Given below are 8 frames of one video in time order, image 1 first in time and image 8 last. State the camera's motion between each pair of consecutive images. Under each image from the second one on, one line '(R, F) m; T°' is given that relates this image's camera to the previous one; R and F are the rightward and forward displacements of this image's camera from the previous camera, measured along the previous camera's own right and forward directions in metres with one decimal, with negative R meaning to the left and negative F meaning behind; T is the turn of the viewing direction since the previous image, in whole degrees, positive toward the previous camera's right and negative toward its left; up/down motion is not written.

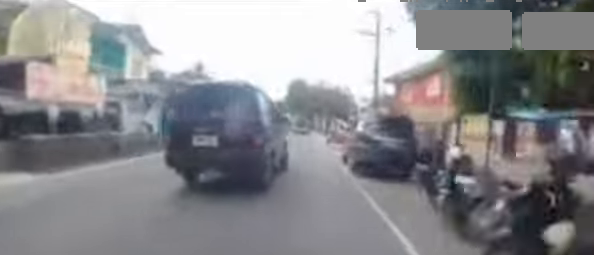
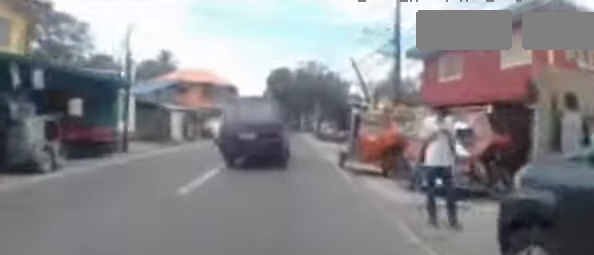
(+0.4, +9.3) m; +4°
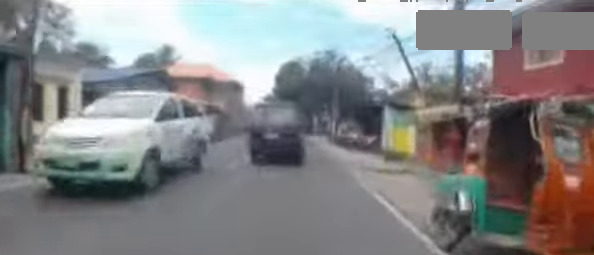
(0.0, +5.9) m; -2°
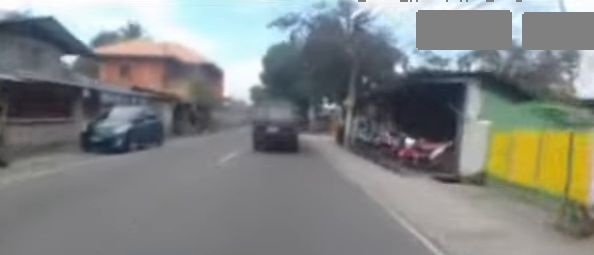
(-0.4, +9.2) m; -1°
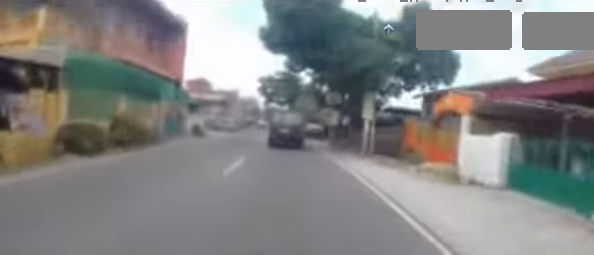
(0.0, +21.2) m; 0°
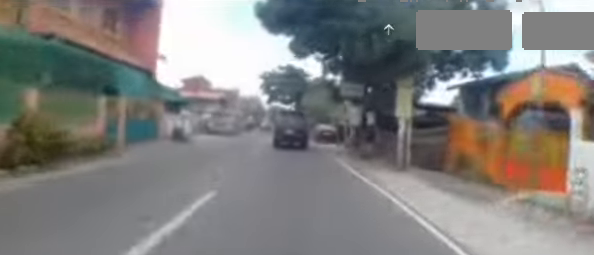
(+0.3, +4.9) m; 0°
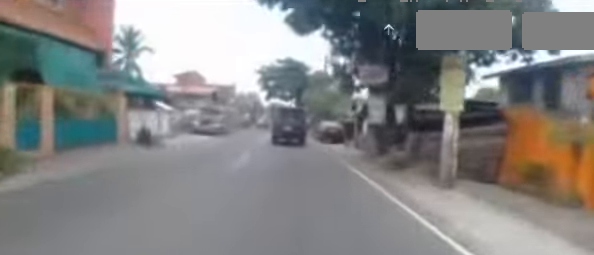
(+0.1, +3.8) m; -1°
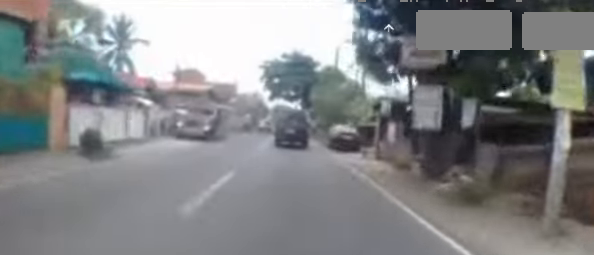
(-0.2, +4.1) m; -2°
